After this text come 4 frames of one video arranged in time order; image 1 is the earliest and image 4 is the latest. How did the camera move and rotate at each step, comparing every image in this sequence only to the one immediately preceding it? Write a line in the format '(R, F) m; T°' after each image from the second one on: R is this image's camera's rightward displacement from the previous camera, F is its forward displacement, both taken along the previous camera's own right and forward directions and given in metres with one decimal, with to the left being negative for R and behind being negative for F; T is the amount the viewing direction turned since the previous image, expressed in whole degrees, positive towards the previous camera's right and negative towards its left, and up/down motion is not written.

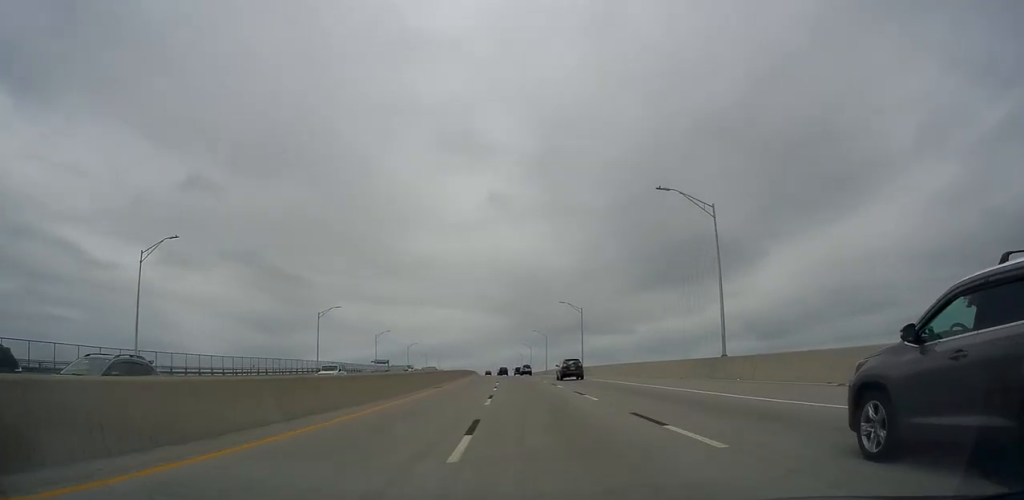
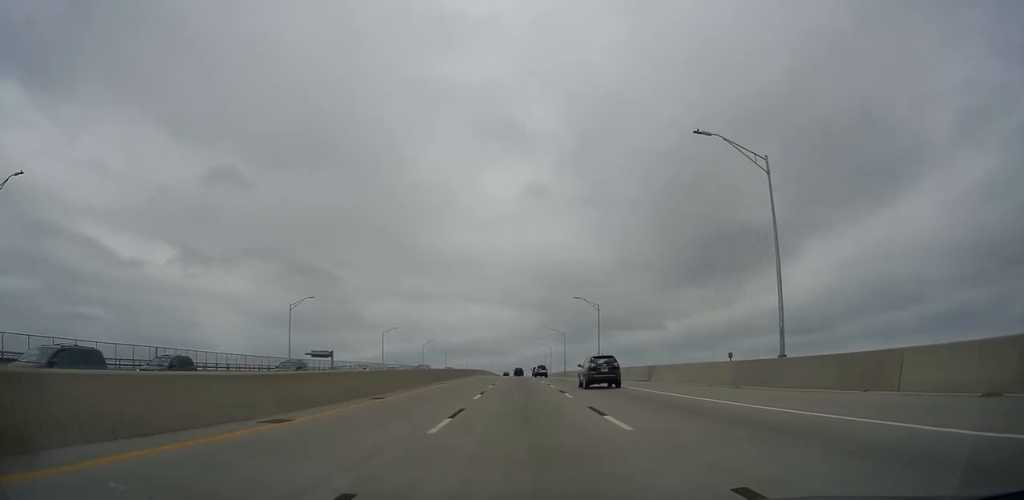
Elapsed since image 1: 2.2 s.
(-1.6, +57.9) m; -4°
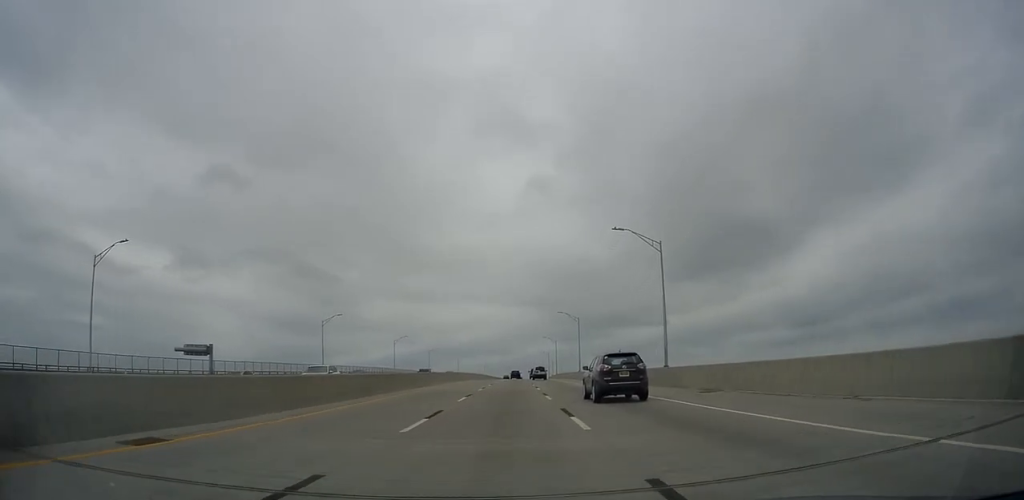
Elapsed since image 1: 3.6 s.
(-0.6, +36.0) m; -1°
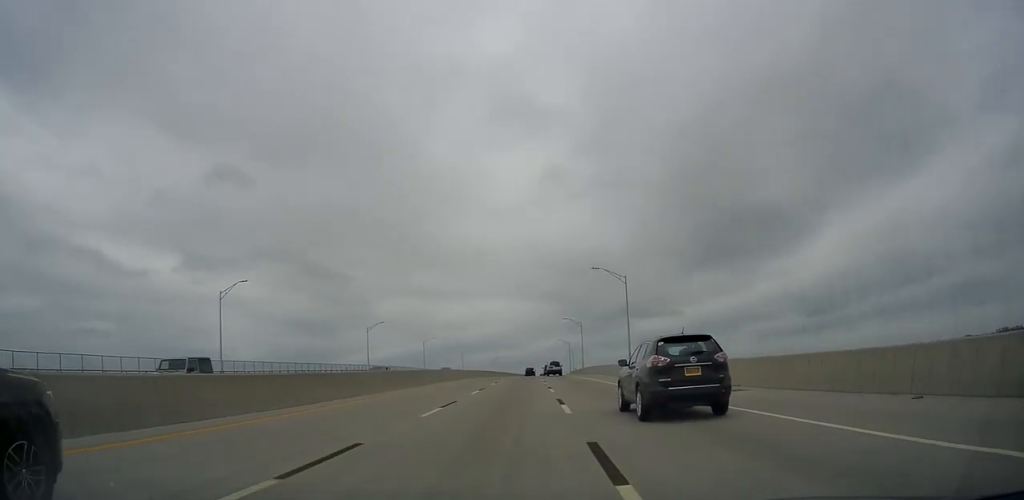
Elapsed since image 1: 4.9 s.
(-0.3, +34.2) m; -1°
